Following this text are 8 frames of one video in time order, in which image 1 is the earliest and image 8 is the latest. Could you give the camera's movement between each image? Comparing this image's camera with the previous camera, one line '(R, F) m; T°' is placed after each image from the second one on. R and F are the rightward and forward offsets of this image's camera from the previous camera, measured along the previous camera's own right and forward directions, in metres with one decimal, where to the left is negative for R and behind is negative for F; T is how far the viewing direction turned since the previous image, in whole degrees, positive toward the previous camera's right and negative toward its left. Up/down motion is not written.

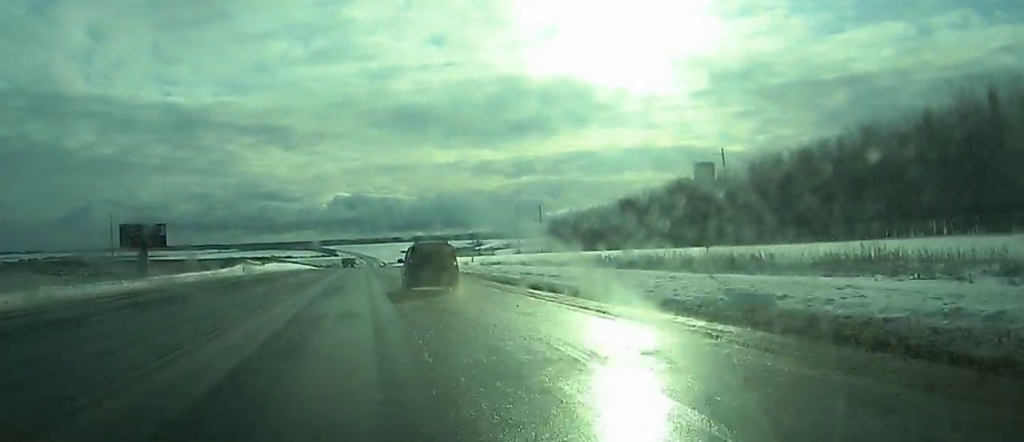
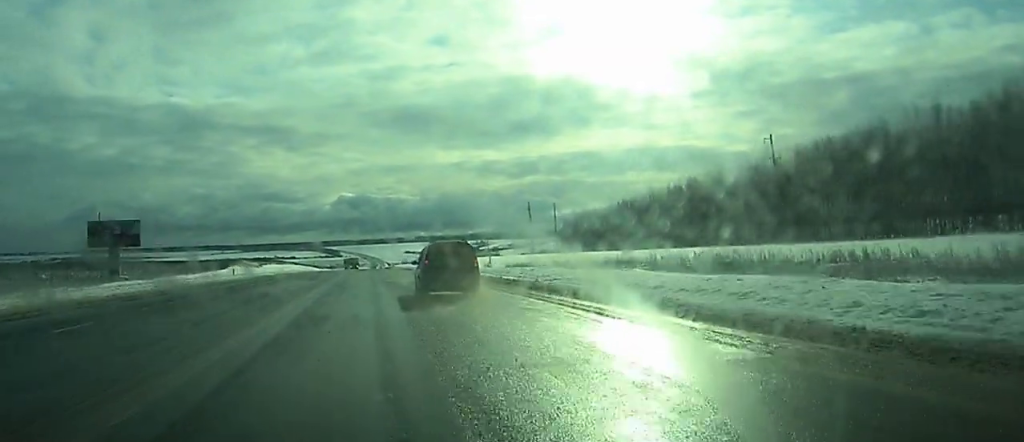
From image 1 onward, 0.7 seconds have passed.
(0.0, +14.6) m; 0°
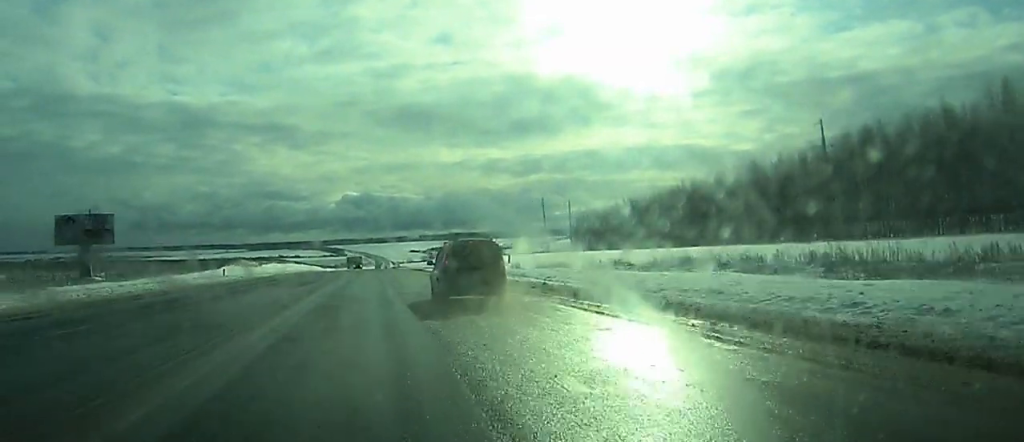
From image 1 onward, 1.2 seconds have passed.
(-0.1, +11.9) m; 0°
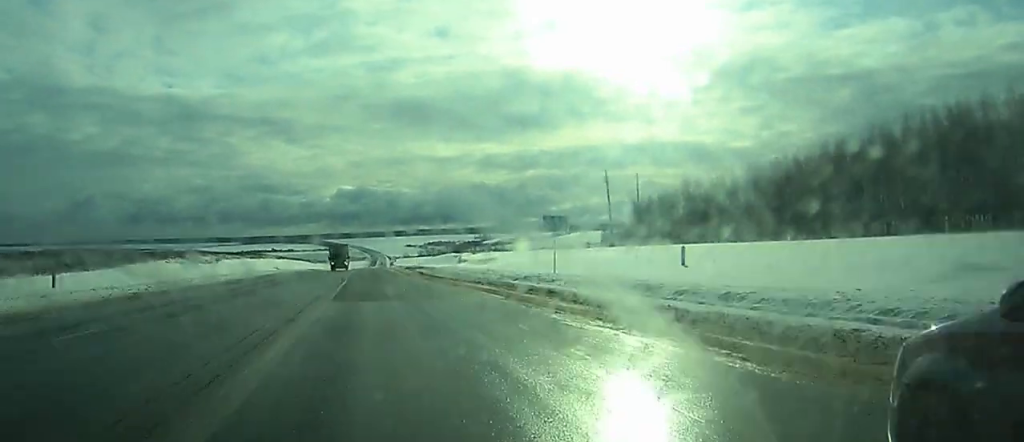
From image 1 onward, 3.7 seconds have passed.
(-0.5, +58.4) m; -1°
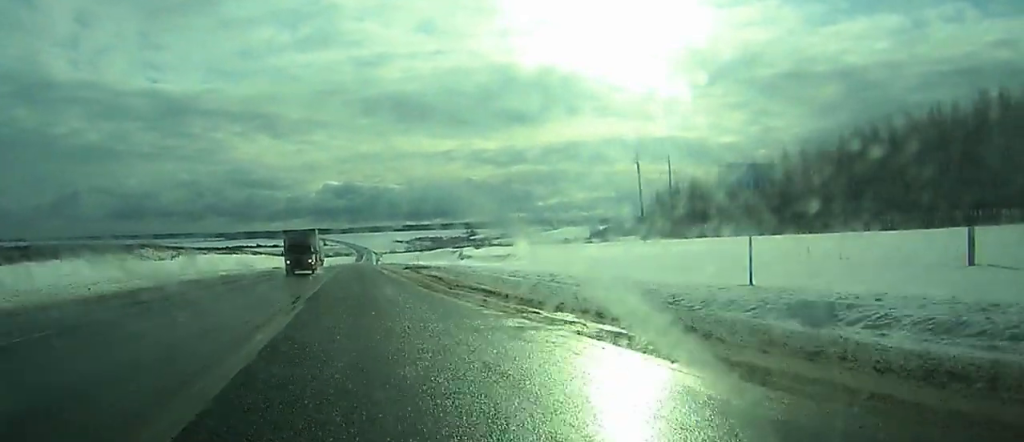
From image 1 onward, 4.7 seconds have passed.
(+0.1, +25.3) m; 0°
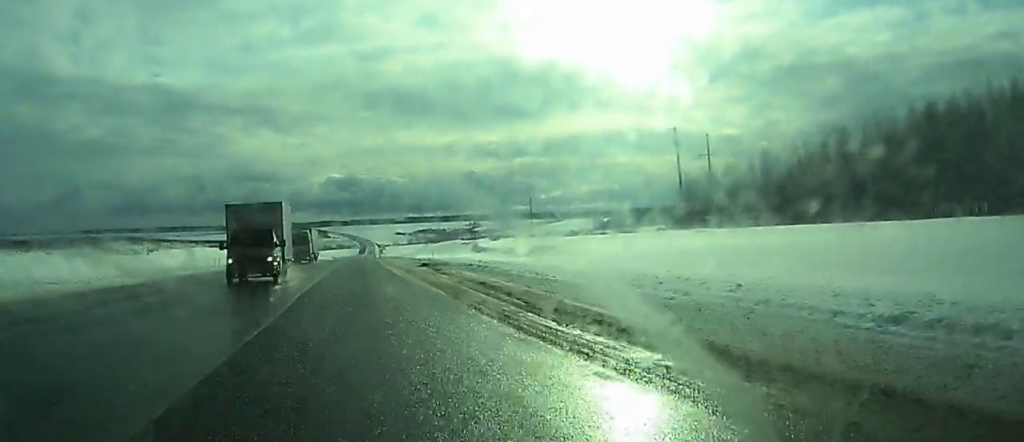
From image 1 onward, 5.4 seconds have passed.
(0.0, +15.5) m; 0°
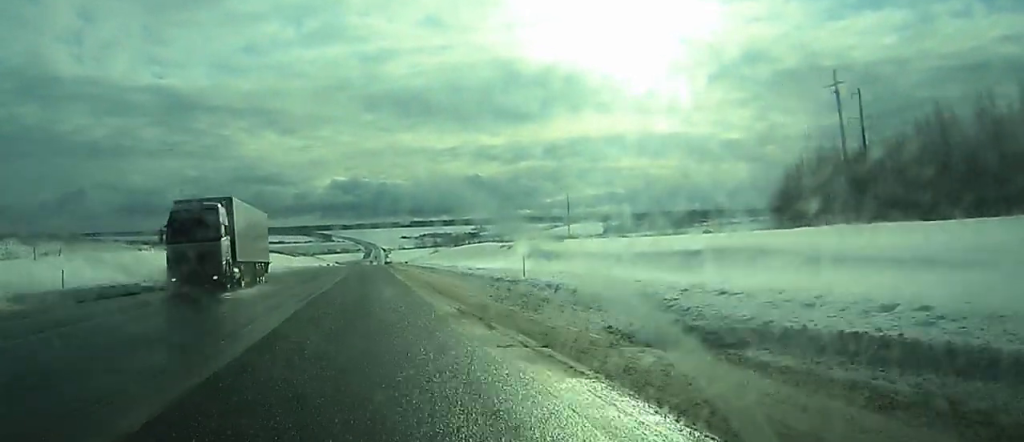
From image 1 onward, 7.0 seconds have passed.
(+0.2, +40.8) m; 0°
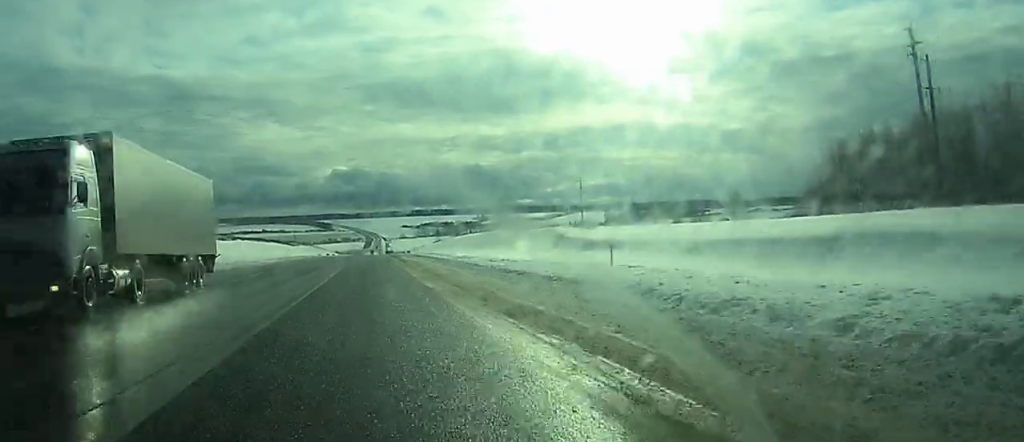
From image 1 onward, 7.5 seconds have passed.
(0.0, +12.4) m; 0°
